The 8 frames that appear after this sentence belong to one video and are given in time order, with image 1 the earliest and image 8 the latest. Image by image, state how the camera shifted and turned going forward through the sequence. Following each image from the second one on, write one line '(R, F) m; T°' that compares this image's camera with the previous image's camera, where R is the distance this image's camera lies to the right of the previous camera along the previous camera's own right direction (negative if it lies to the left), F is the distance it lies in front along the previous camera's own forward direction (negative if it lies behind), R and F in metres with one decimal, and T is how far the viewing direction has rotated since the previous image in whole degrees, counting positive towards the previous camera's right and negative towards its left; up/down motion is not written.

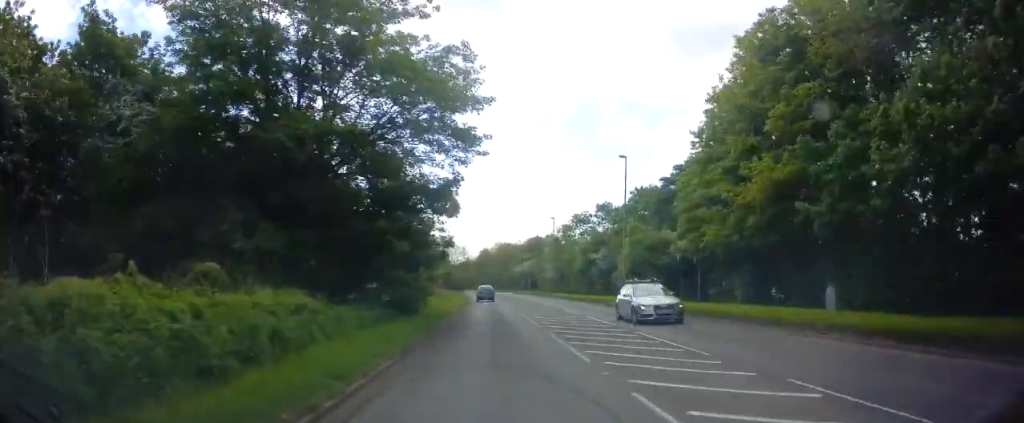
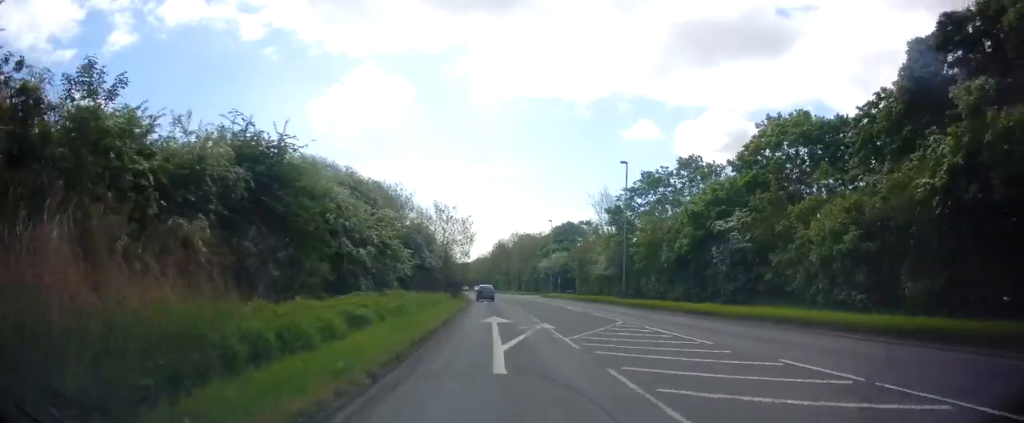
(-0.3, +35.0) m; -3°
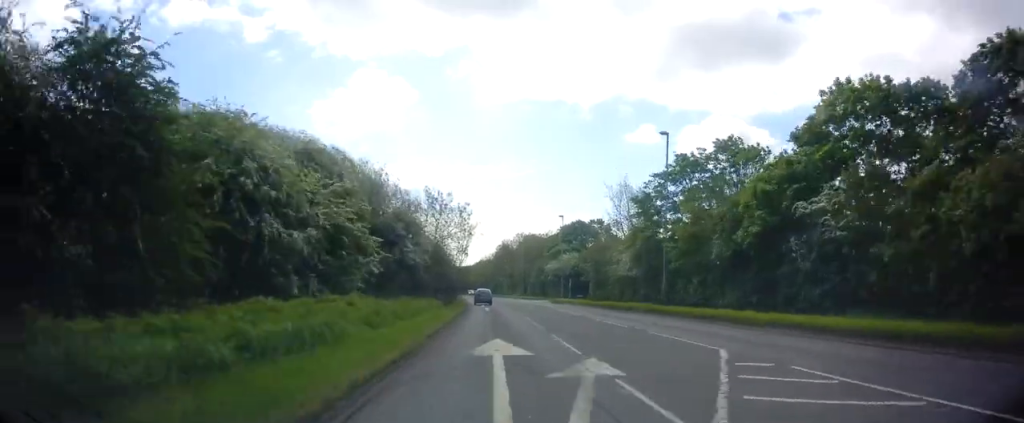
(-0.1, +9.5) m; -1°
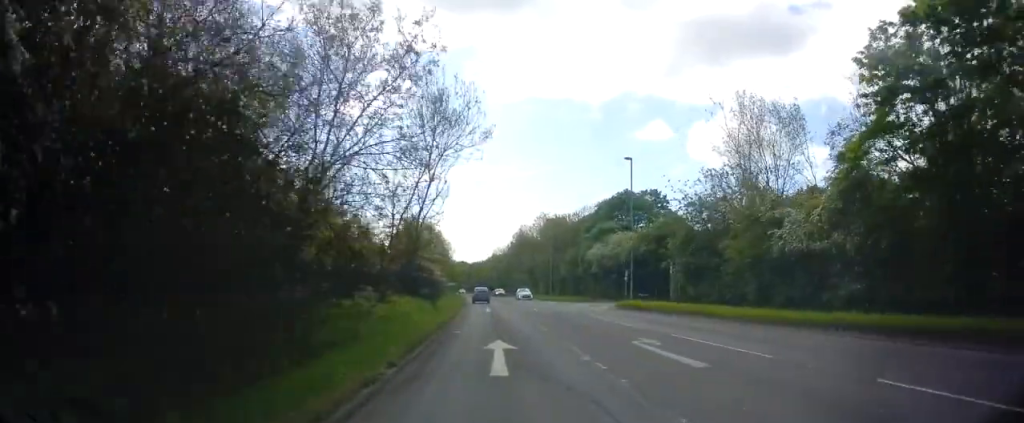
(+0.3, +29.8) m; +2°
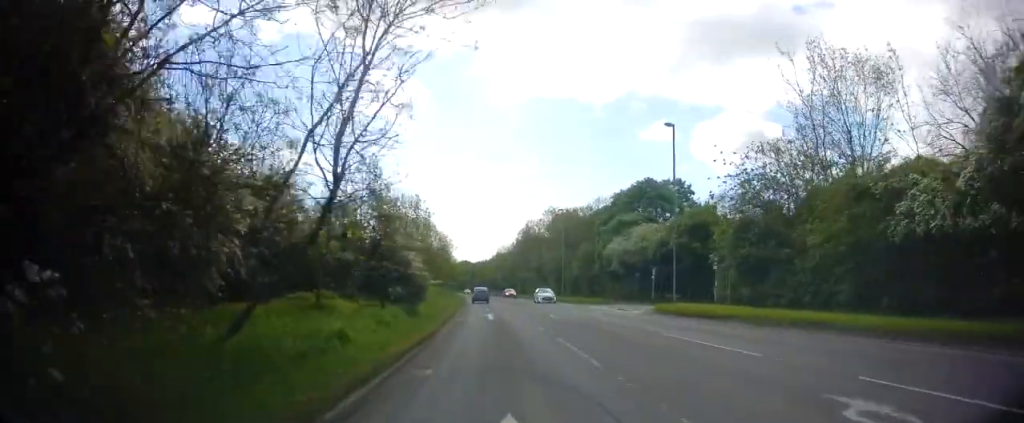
(0.0, +8.8) m; -1°
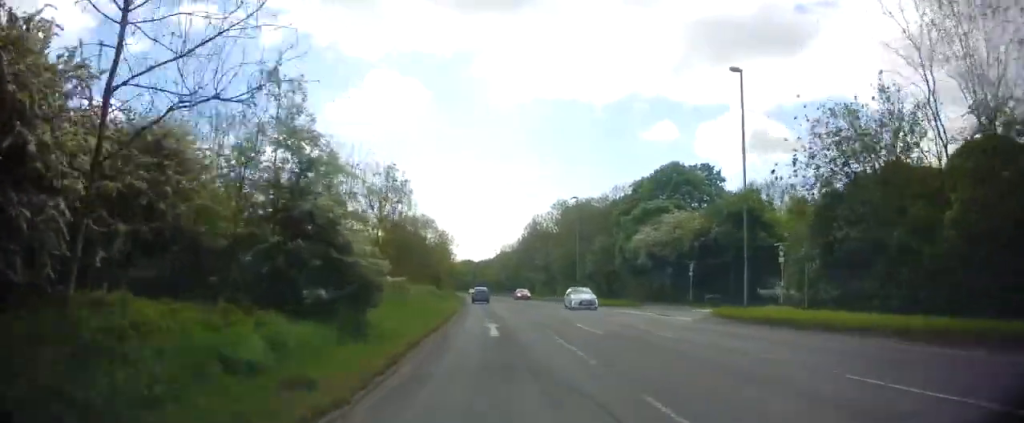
(+0.1, +8.7) m; -1°
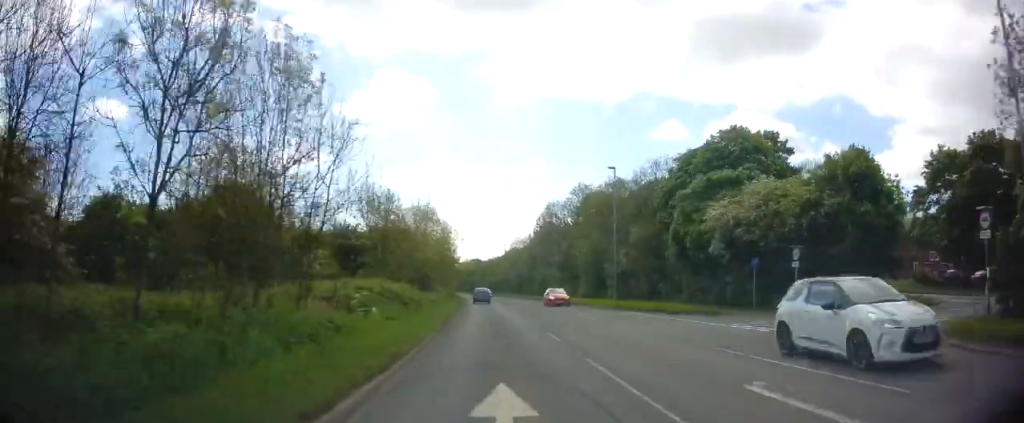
(-0.5, +14.2) m; -2°
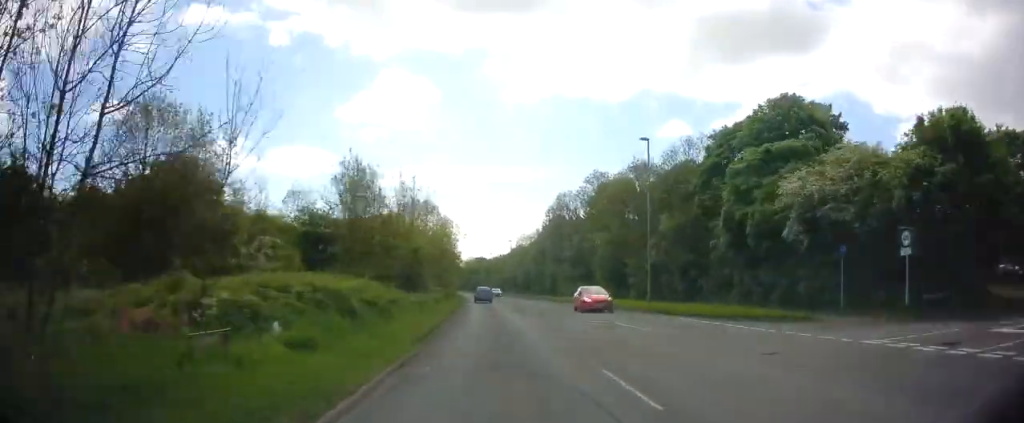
(-0.1, +8.3) m; -1°
